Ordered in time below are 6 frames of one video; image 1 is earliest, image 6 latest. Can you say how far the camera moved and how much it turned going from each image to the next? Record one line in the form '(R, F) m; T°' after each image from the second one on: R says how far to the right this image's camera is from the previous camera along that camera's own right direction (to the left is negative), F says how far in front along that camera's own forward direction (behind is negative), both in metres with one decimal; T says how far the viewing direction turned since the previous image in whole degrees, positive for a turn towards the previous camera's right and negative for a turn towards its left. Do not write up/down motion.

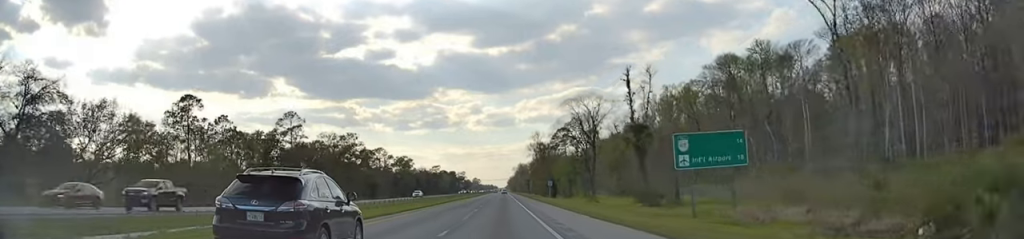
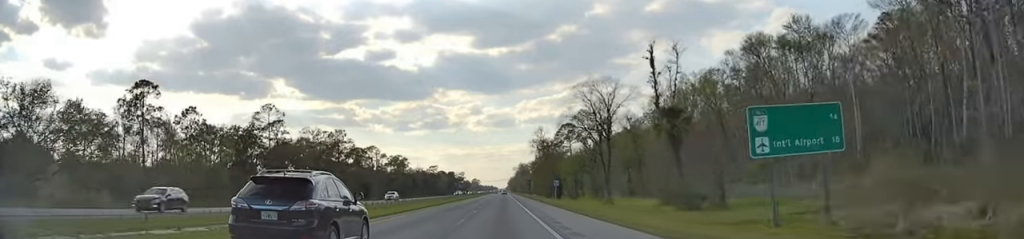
(0.0, +16.8) m; 0°
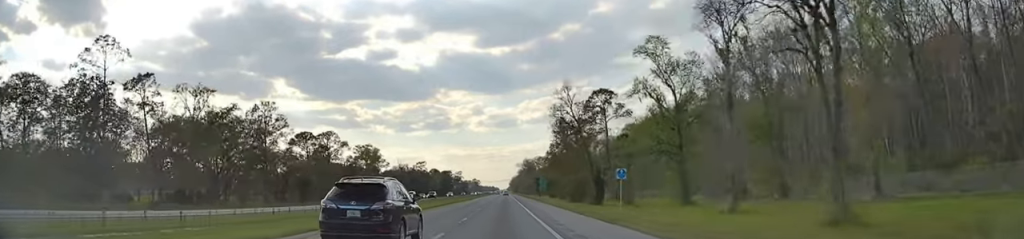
(+0.2, +70.2) m; 0°
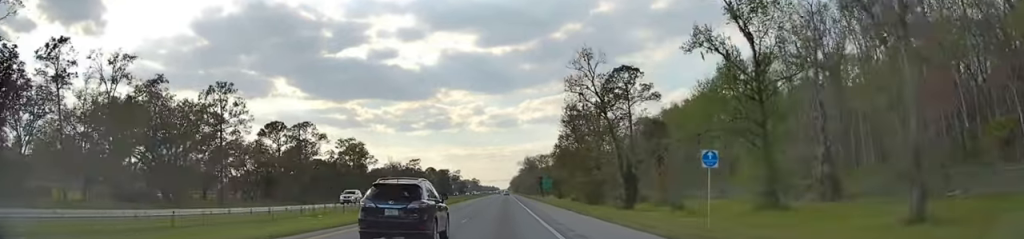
(0.0, +25.1) m; 0°
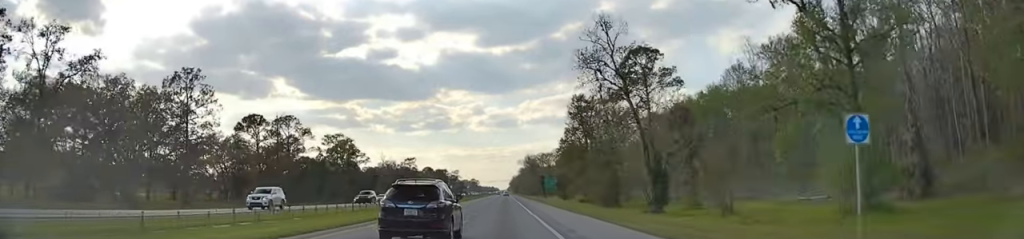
(-0.1, +14.7) m; 0°
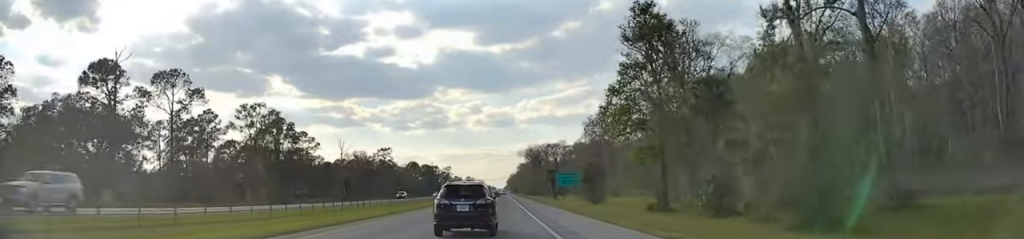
(0.0, +60.6) m; 0°
